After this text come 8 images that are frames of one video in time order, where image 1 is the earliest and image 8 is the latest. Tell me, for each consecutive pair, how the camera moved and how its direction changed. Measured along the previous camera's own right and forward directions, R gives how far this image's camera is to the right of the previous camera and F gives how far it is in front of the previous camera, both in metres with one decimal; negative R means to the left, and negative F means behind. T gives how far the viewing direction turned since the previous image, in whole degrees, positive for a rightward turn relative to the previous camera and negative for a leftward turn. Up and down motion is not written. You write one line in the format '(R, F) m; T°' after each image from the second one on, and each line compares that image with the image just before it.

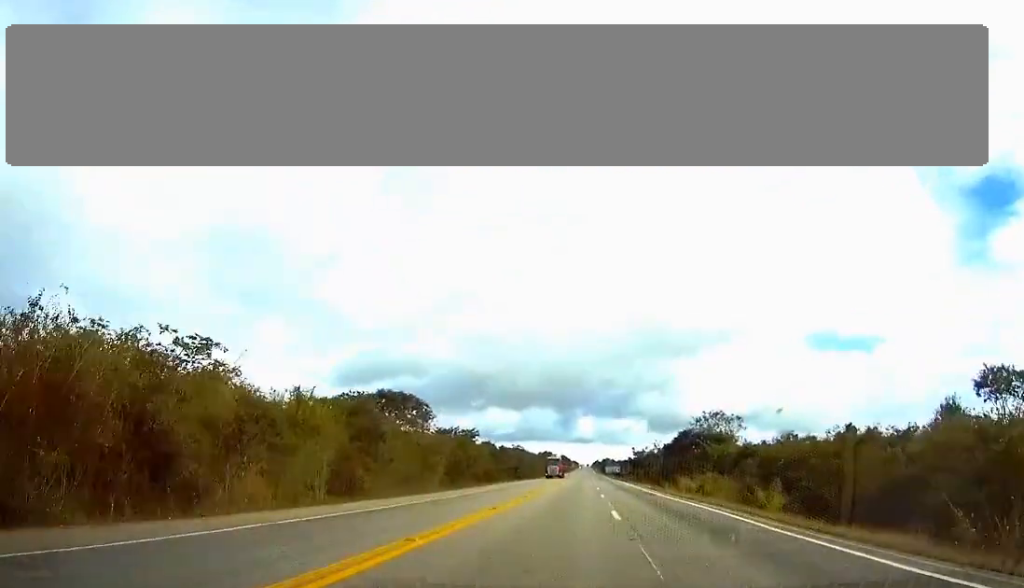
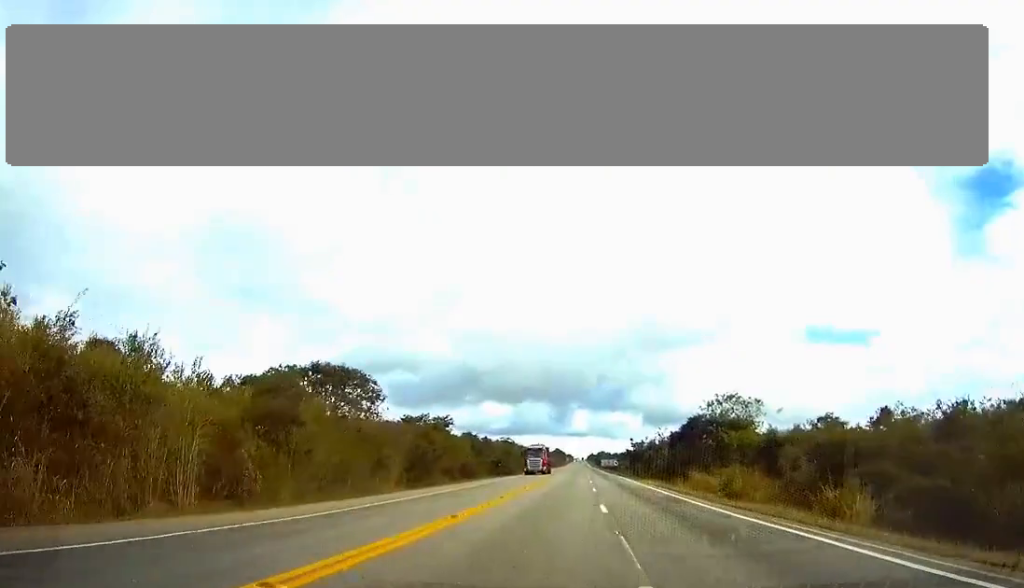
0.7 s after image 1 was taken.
(+0.1, +16.3) m; 0°
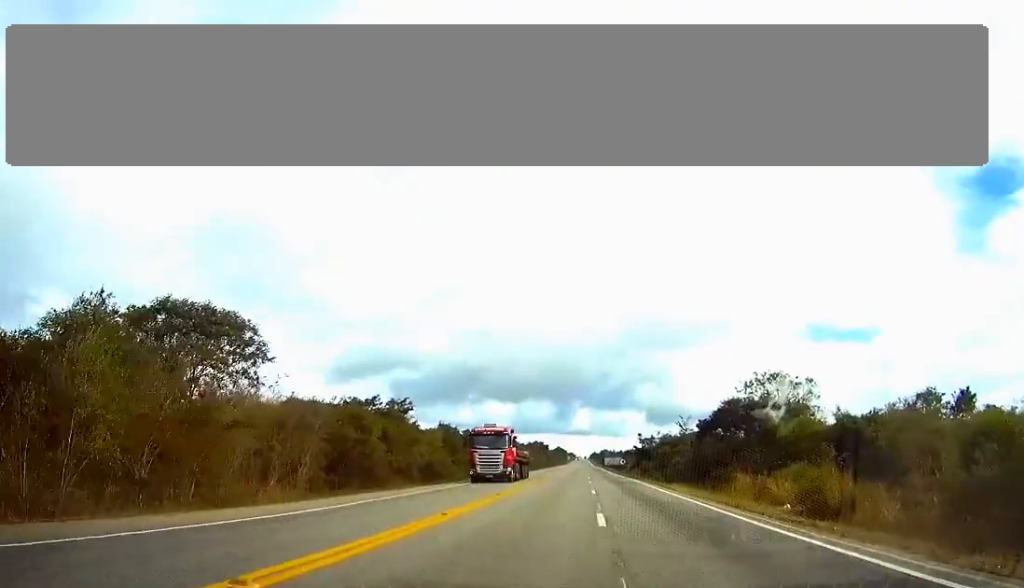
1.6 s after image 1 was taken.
(0.0, +22.1) m; 0°
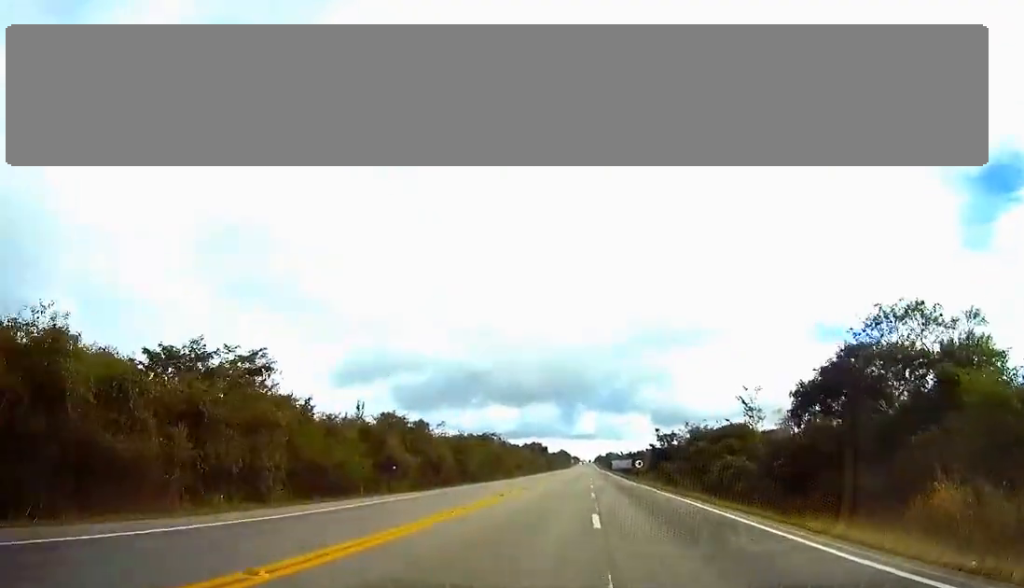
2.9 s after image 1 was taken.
(-0.2, +33.2) m; 0°
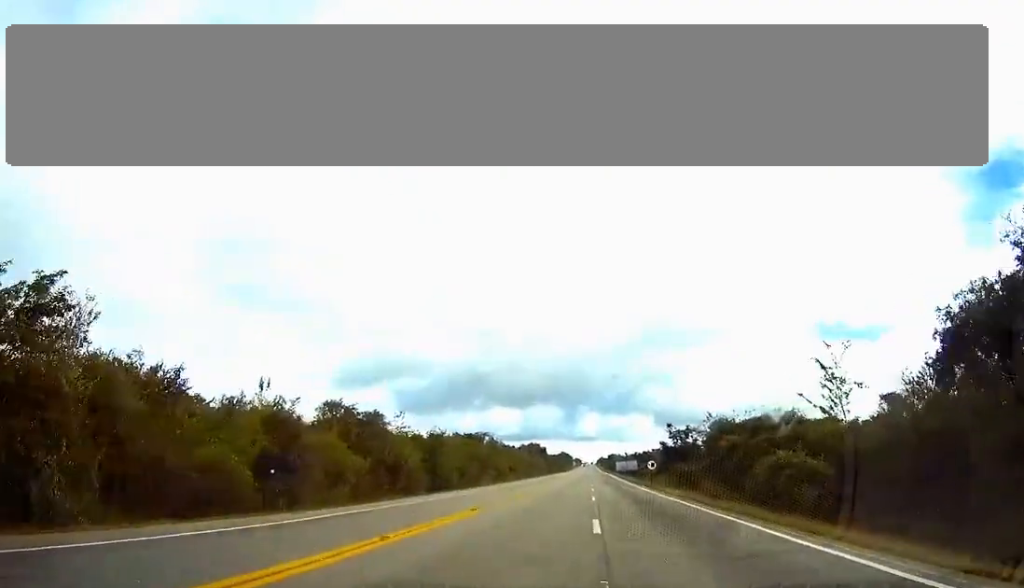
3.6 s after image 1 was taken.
(0.0, +17.5) m; 0°
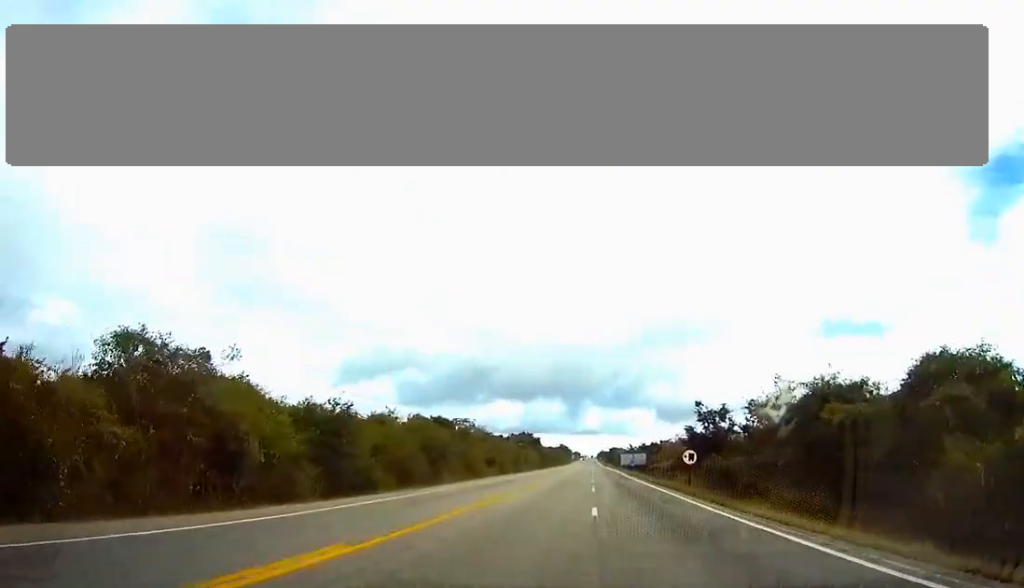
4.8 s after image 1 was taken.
(0.0, +29.3) m; 0°
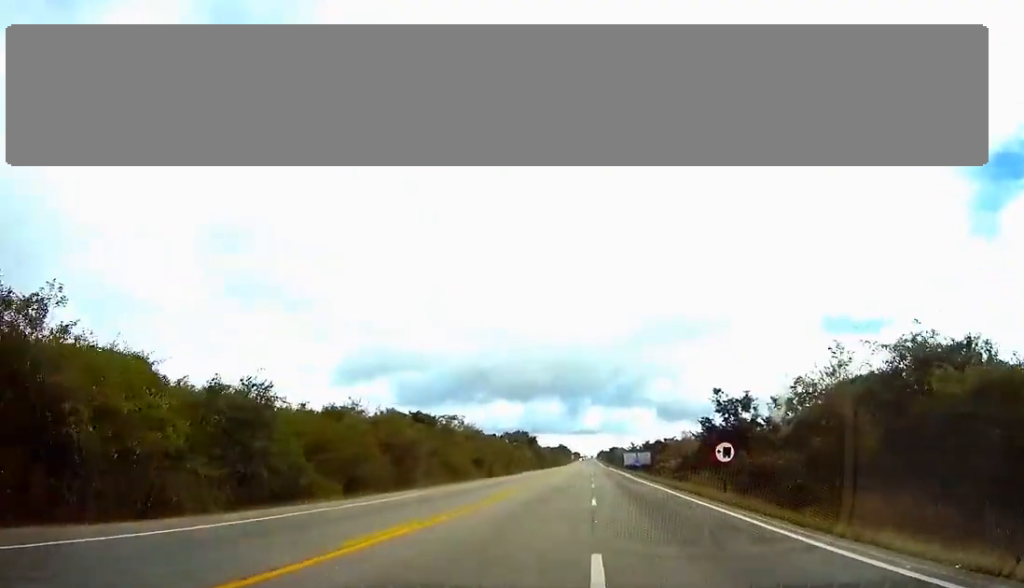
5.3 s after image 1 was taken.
(0.0, +12.6) m; 0°
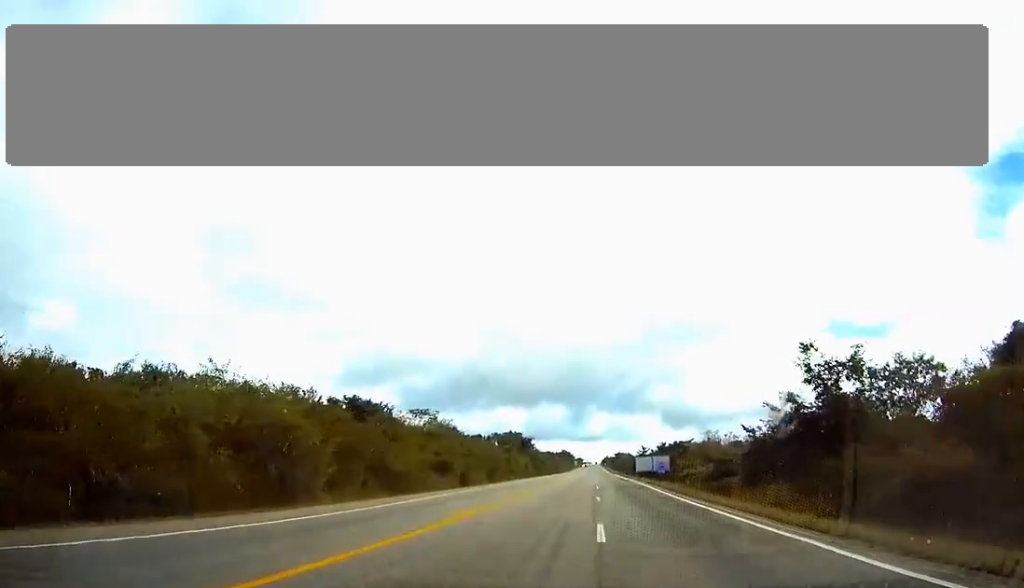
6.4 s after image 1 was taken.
(+0.1, +27.7) m; 0°
